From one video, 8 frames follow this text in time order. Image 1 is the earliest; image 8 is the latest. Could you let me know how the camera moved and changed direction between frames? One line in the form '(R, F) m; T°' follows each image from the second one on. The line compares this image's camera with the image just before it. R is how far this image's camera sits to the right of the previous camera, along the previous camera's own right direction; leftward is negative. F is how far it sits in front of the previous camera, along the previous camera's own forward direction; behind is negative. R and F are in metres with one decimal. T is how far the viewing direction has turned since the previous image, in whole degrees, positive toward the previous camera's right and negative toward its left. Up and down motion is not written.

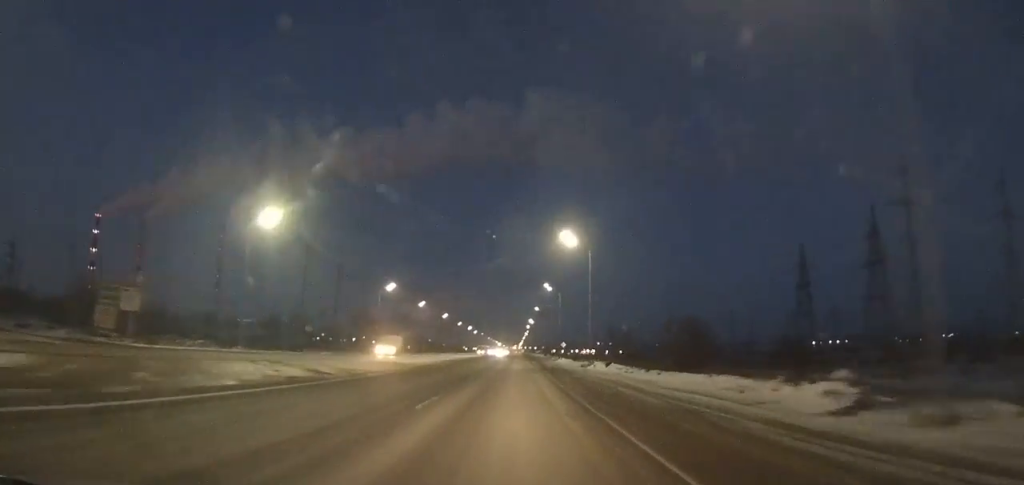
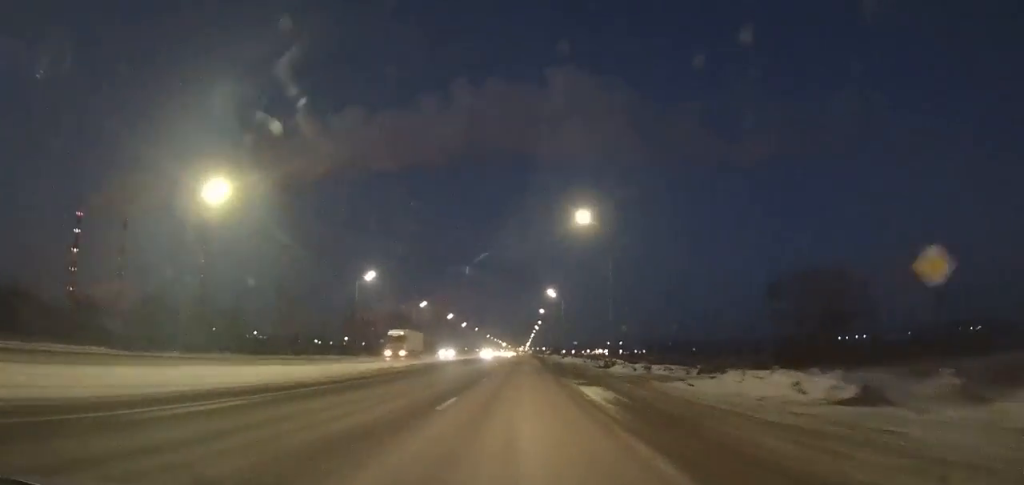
(-0.2, +96.5) m; 0°
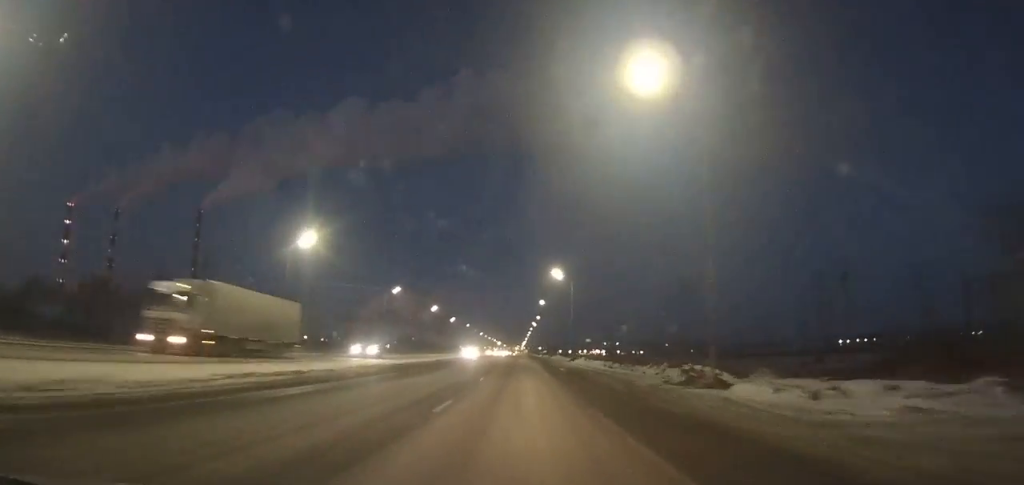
(0.0, +25.4) m; 0°
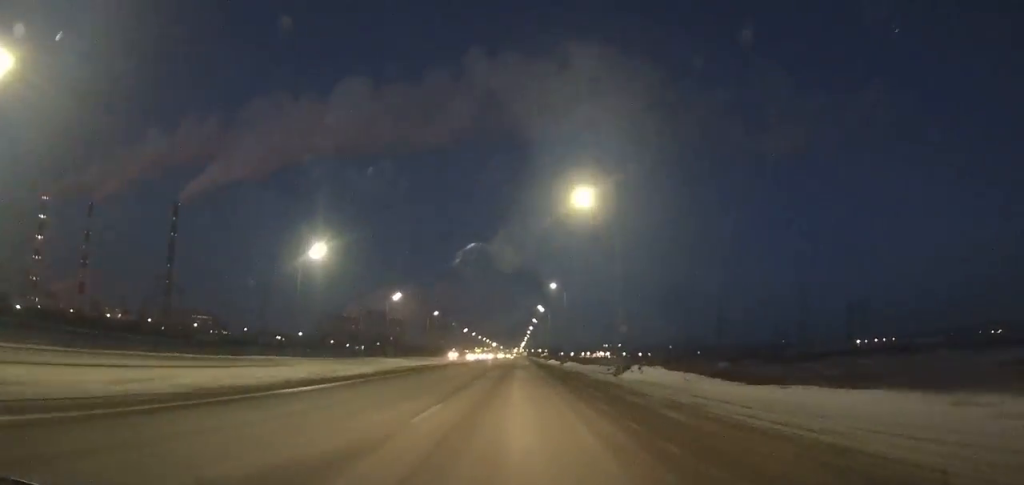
(+0.5, +86.8) m; +1°
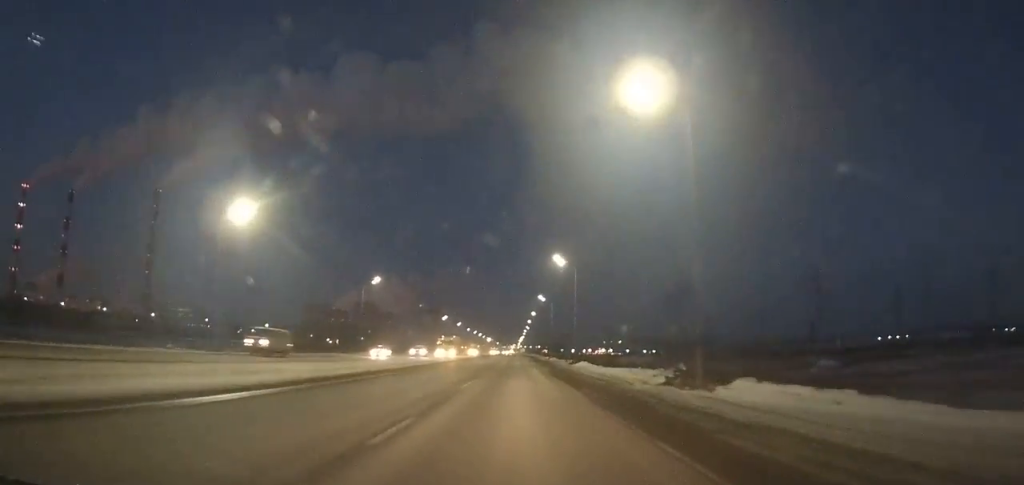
(+0.2, +63.7) m; 0°
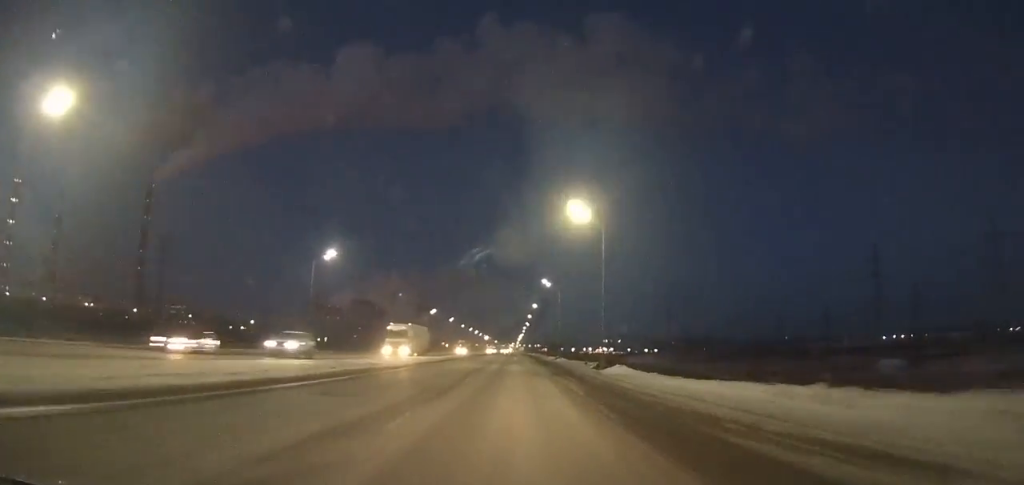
(0.0, +22.5) m; 0°
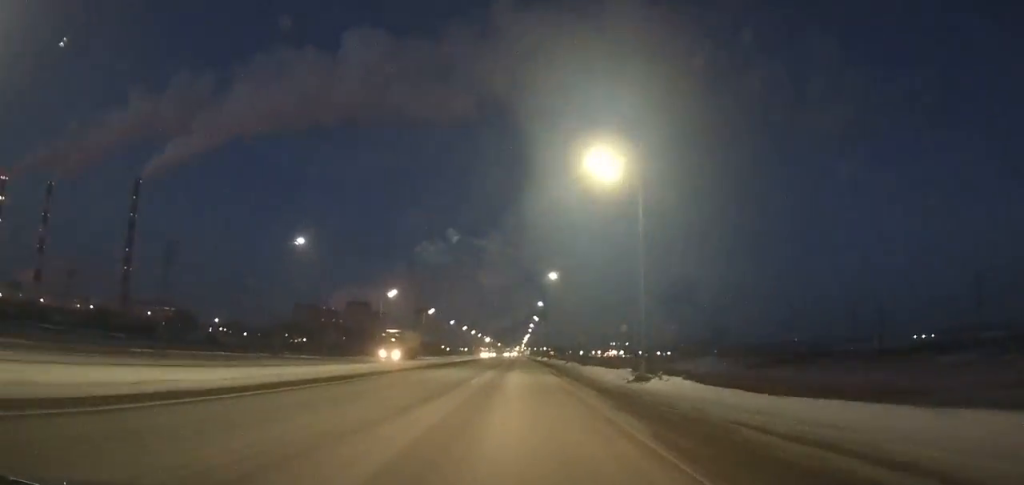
(-0.3, +56.5) m; 0°
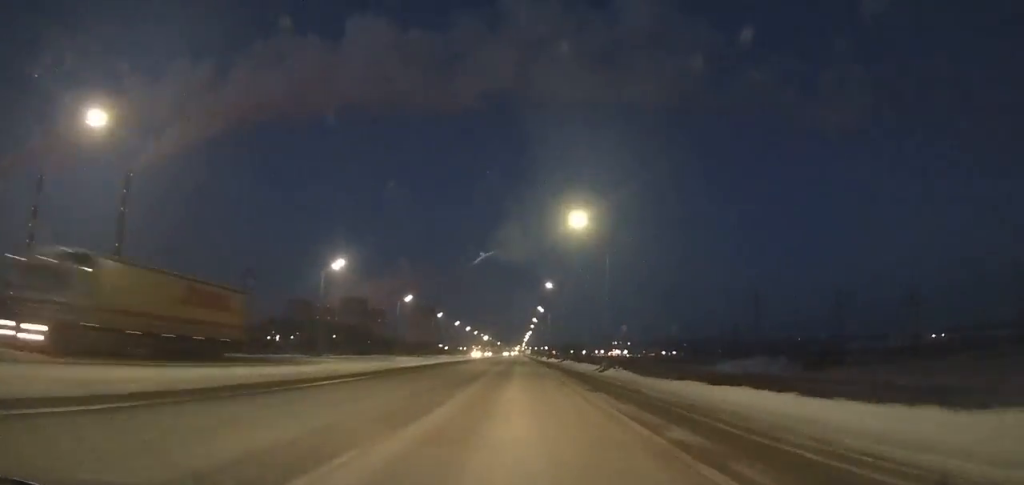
(0.0, +32.0) m; 0°
